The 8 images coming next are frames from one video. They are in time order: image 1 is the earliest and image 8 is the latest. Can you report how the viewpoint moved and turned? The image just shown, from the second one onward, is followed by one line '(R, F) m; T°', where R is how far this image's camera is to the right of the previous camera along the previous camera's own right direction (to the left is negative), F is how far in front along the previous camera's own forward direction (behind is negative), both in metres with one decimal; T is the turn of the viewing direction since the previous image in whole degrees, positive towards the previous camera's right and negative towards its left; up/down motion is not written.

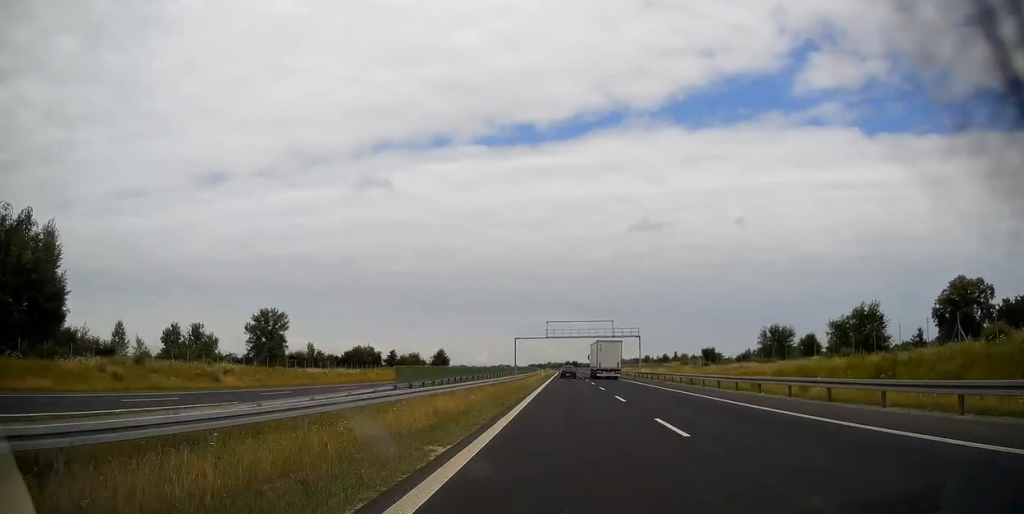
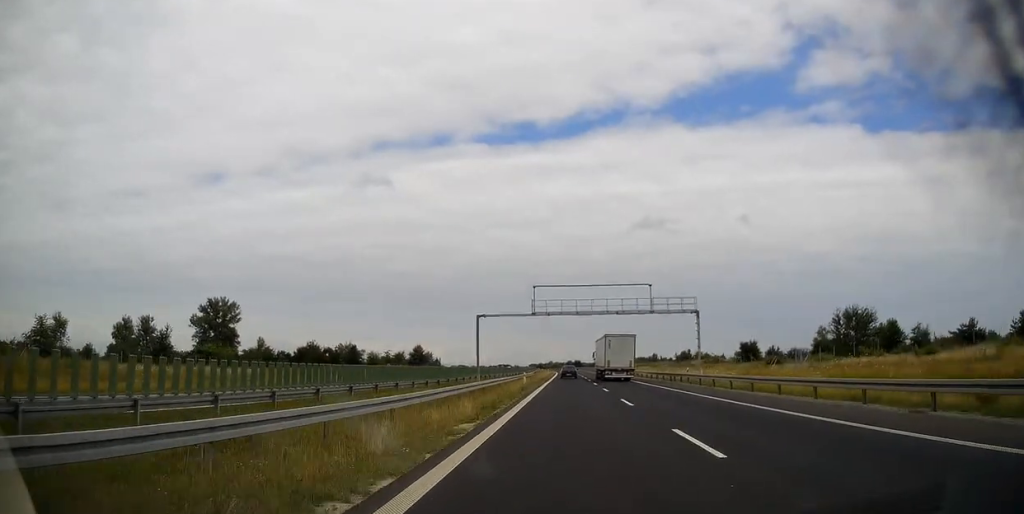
(+0.1, +37.7) m; 0°
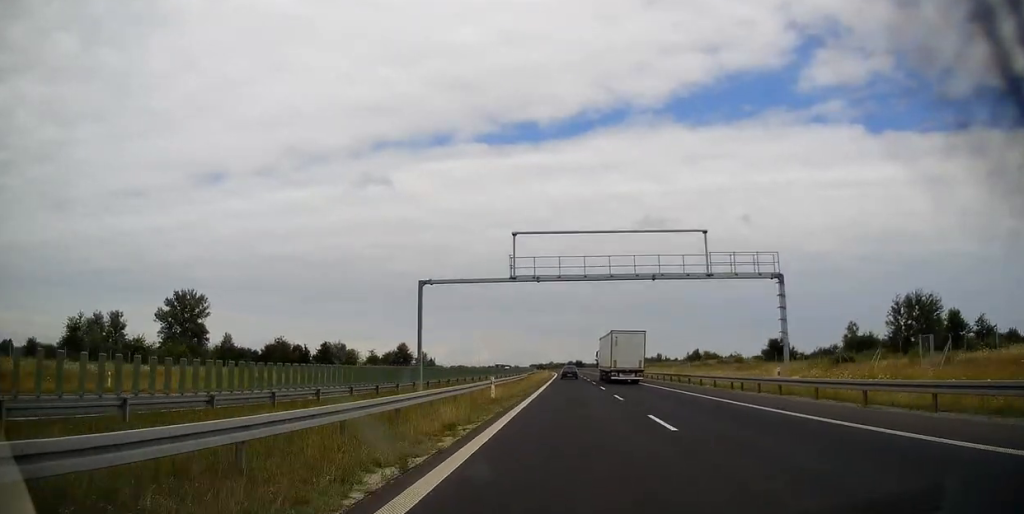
(+0.1, +20.0) m; 0°
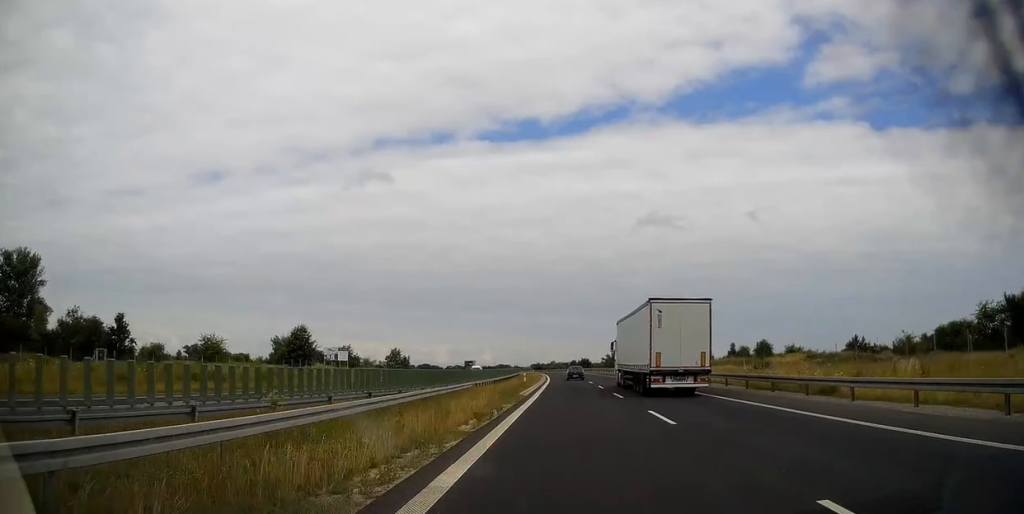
(-0.1, +71.1) m; 0°
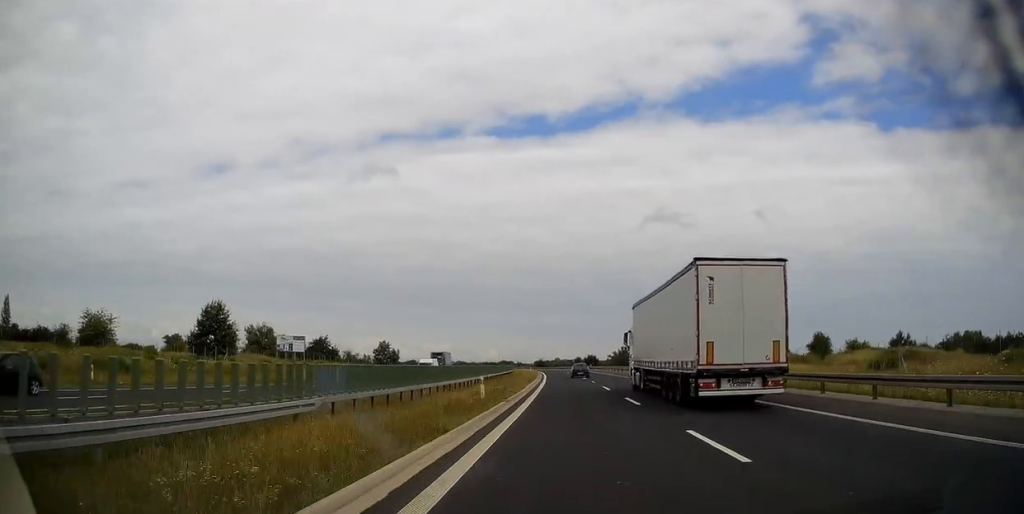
(-0.2, +29.7) m; 0°
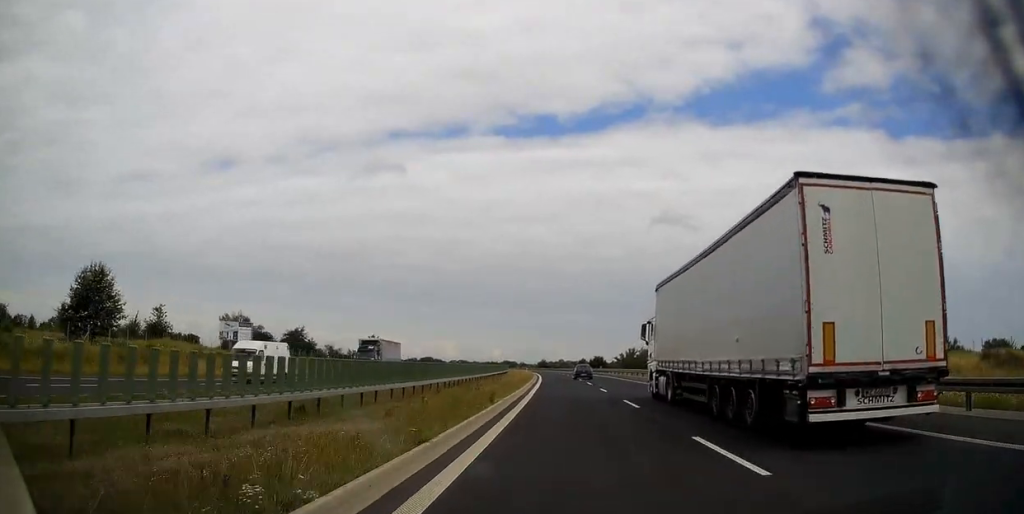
(-0.1, +24.9) m; 0°
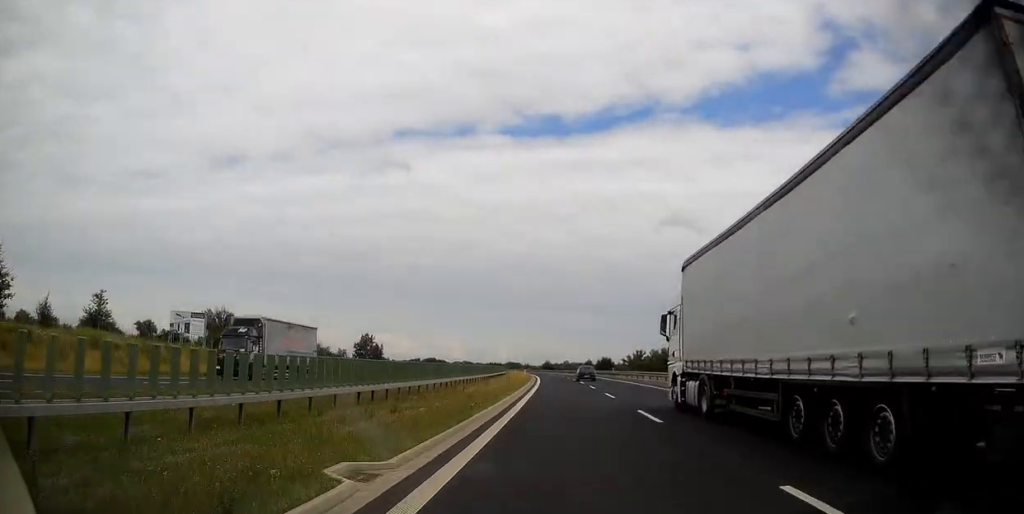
(0.0, +16.6) m; 0°
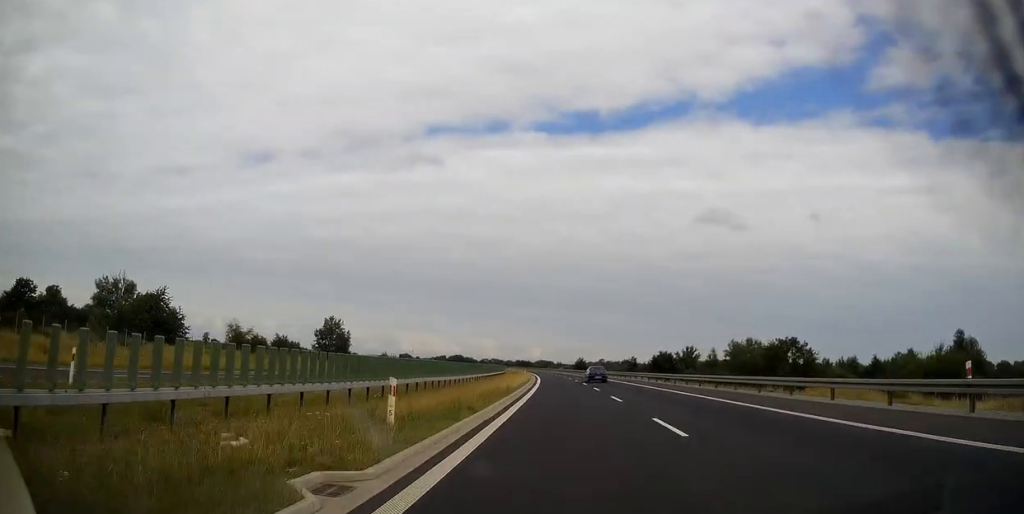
(-1.5, +74.9) m; -3°
